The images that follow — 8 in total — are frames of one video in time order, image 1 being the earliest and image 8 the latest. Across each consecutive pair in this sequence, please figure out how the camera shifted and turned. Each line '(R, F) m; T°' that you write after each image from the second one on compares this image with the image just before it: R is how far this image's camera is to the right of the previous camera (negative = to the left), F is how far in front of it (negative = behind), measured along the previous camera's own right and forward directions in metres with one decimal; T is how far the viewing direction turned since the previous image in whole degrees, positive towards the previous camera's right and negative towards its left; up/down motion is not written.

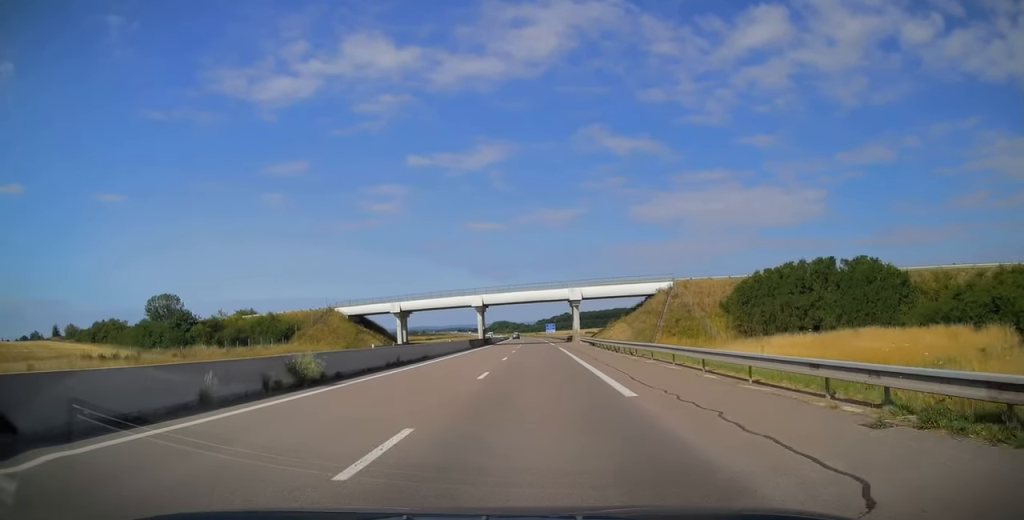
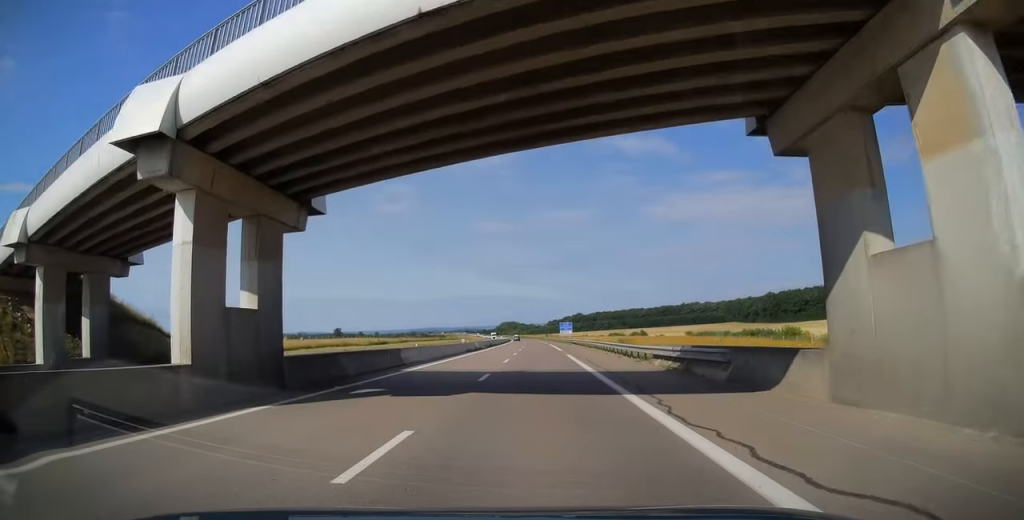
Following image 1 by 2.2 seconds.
(-0.7, +72.8) m; -2°
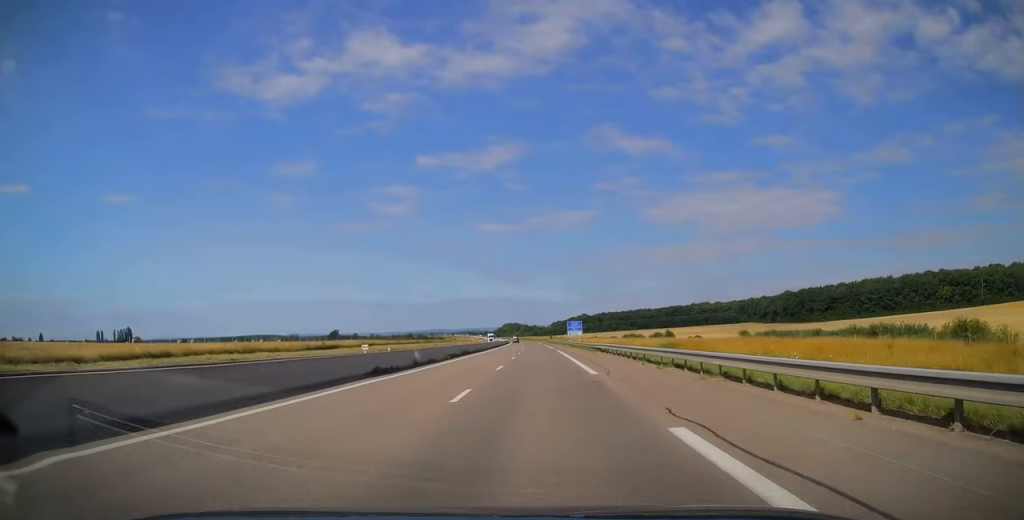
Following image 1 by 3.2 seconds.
(-0.4, +33.8) m; -1°
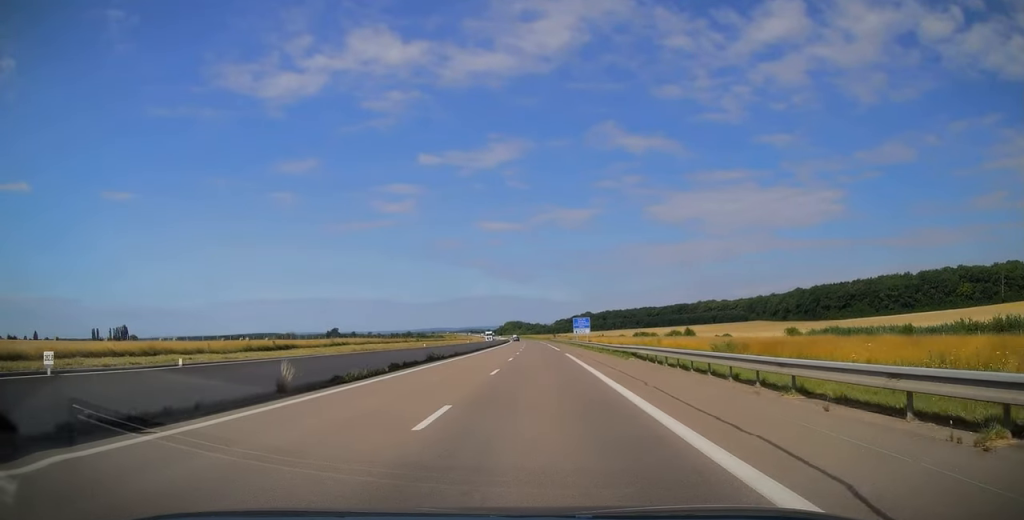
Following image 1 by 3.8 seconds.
(-0.1, +17.7) m; 0°
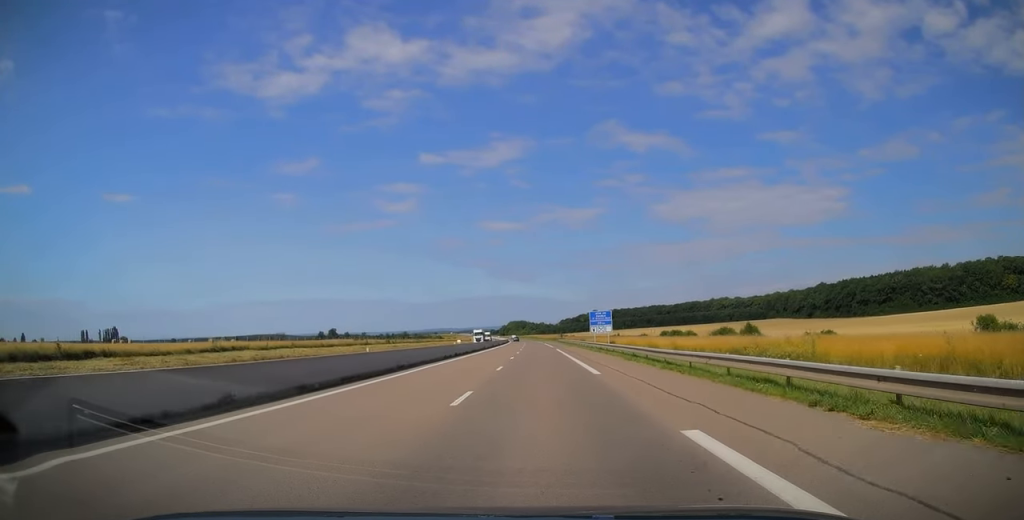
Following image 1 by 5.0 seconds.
(+0.2, +36.2) m; 0°
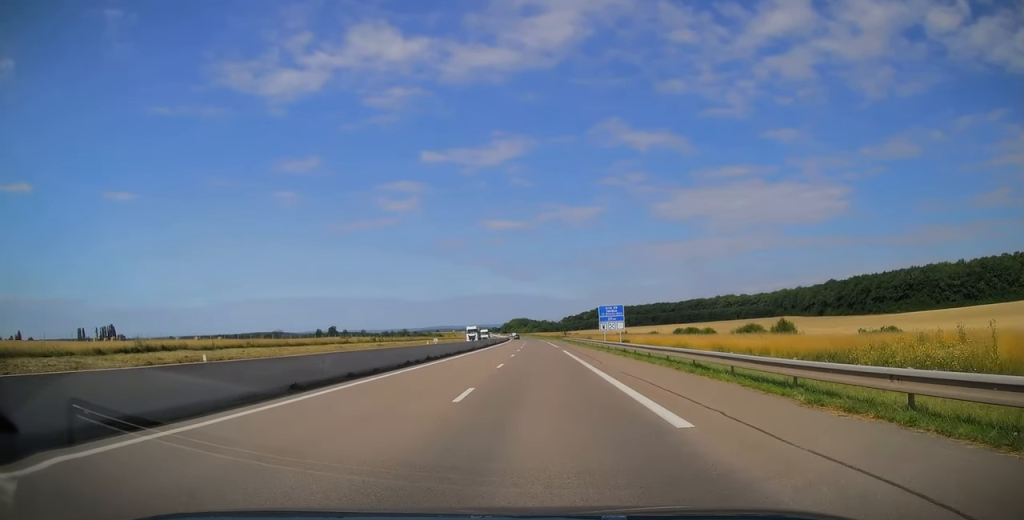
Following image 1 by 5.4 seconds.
(+0.1, +12.5) m; 0°
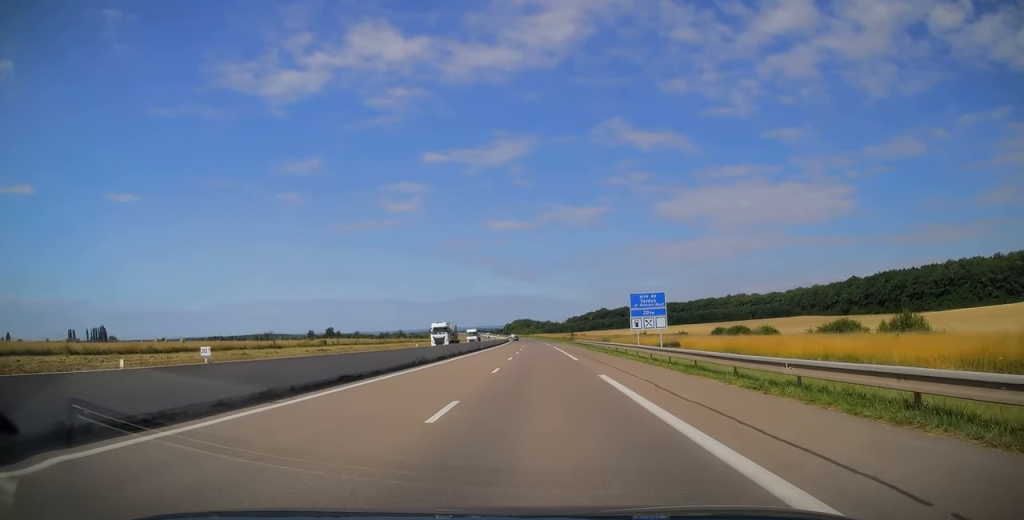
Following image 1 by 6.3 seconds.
(-0.3, +28.4) m; -1°
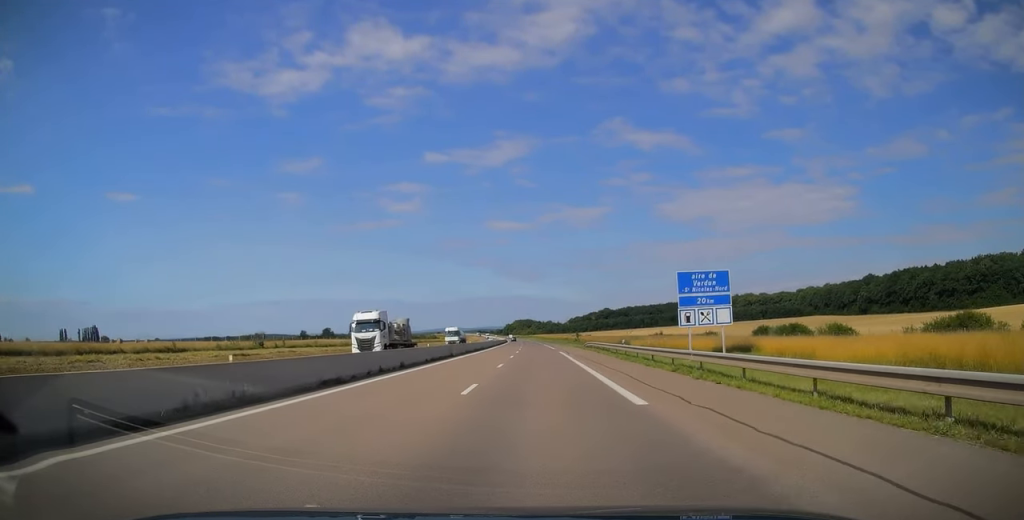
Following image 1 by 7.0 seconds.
(-0.1, +20.7) m; 0°
